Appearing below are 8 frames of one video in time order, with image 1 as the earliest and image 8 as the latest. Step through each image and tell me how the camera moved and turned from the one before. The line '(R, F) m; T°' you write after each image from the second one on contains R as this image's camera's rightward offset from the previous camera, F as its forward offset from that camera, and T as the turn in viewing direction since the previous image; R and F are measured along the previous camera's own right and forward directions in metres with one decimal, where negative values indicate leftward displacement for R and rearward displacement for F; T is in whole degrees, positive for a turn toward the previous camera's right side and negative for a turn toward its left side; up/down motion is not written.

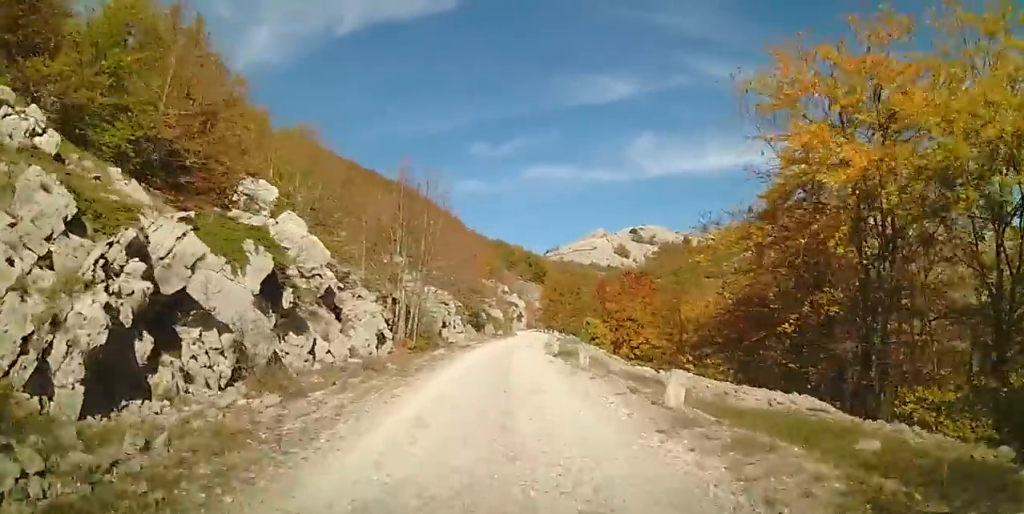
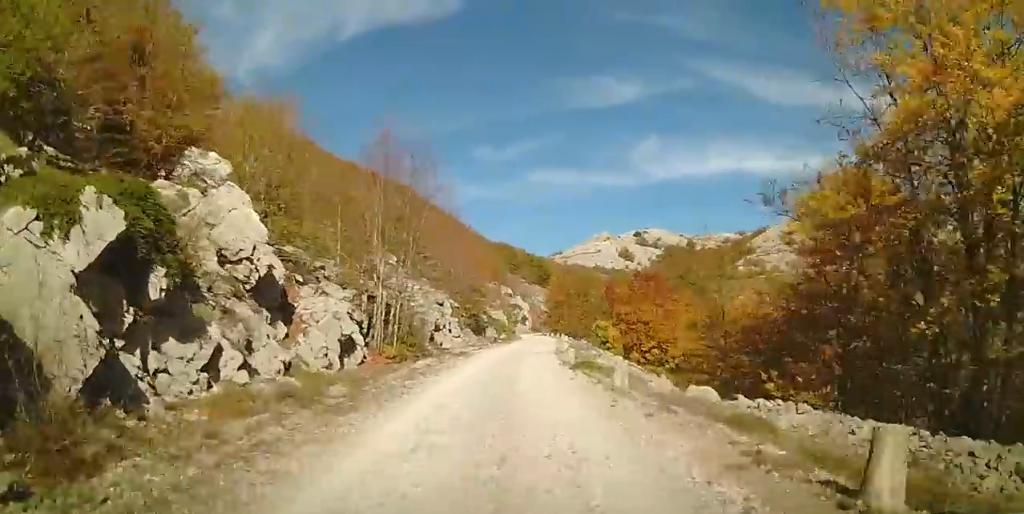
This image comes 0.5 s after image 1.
(-0.1, +5.1) m; -1°
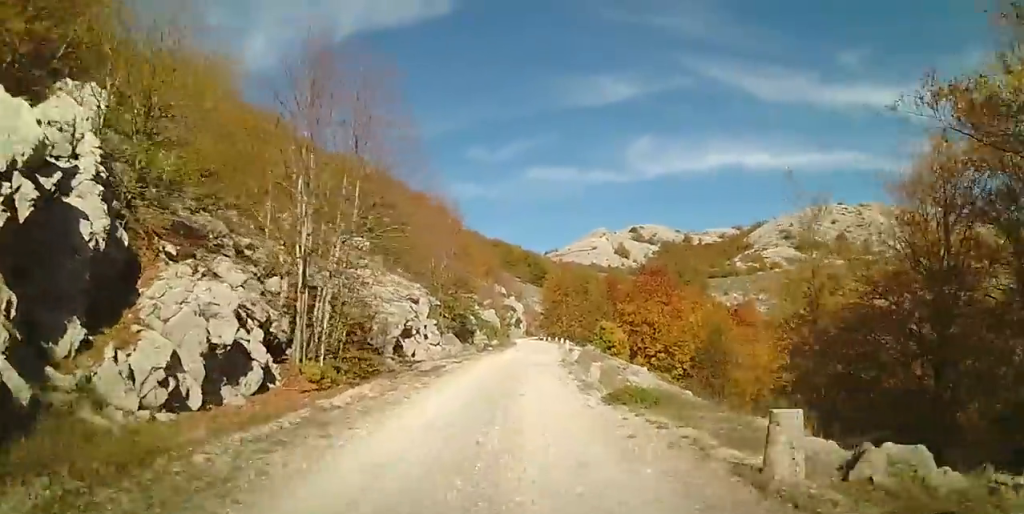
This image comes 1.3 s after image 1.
(-0.1, +7.3) m; +1°
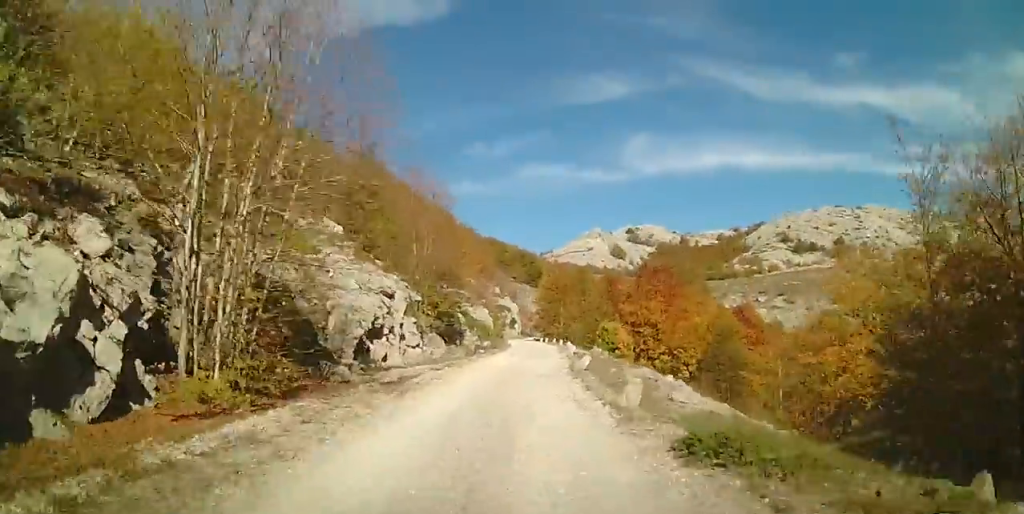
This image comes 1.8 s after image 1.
(-0.1, +4.7) m; +1°
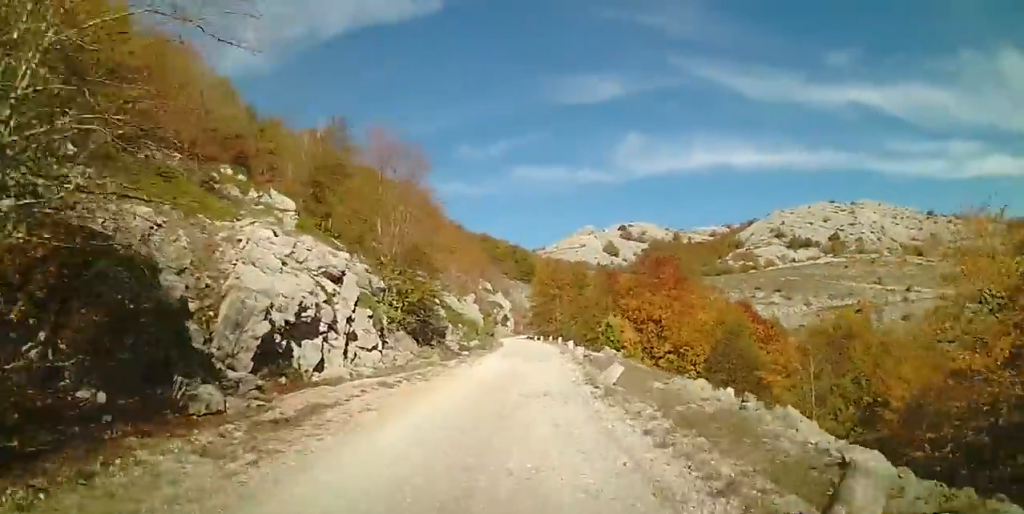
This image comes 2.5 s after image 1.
(+0.2, +6.1) m; +2°
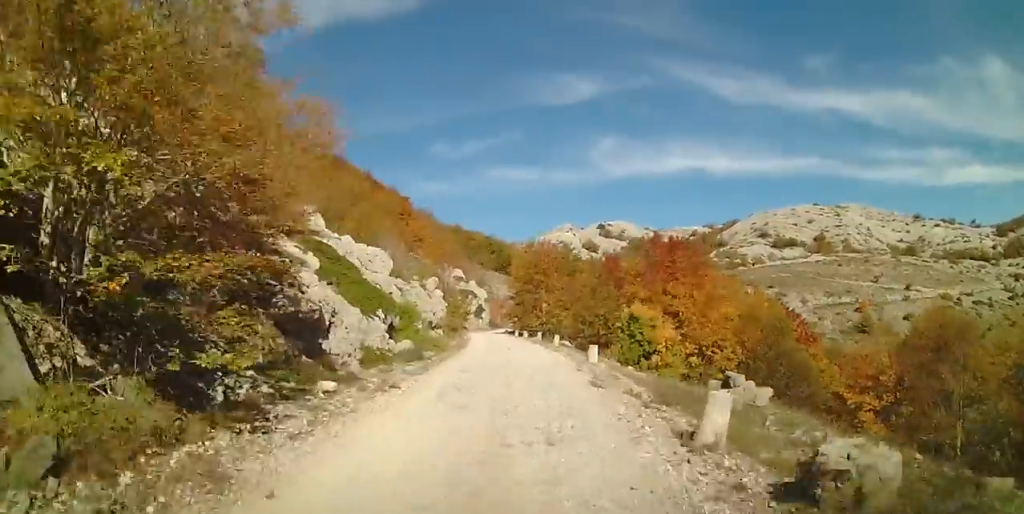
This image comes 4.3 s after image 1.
(+0.6, +16.3) m; +3°
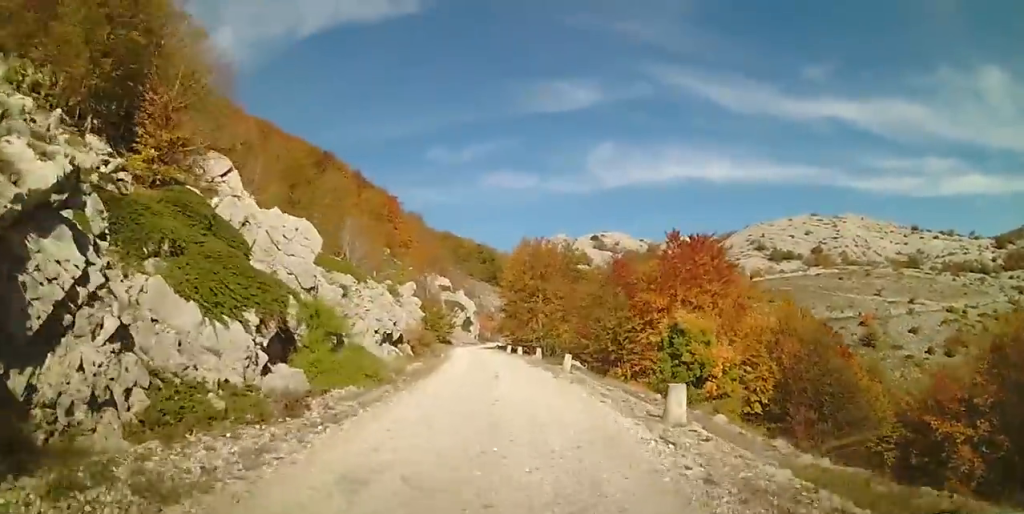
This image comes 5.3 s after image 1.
(0.0, +9.0) m; -1°
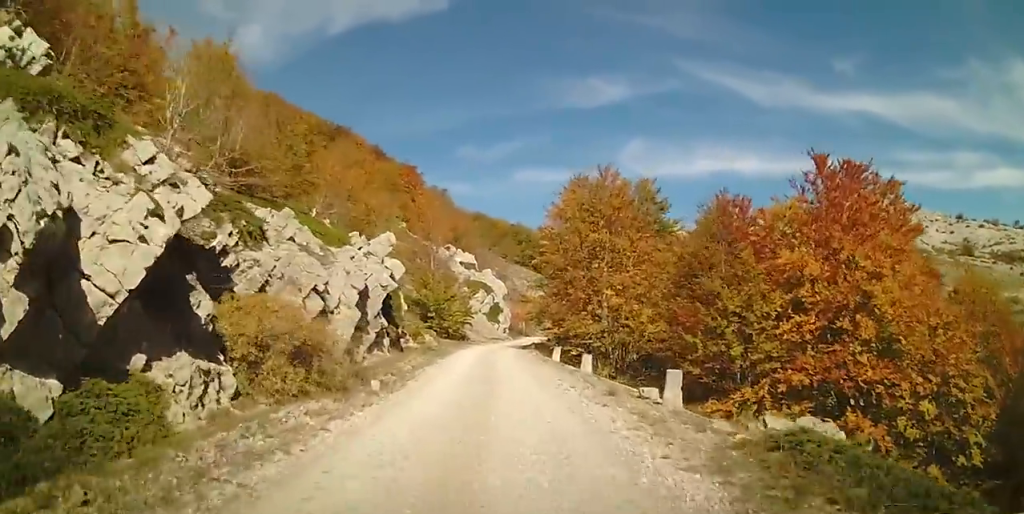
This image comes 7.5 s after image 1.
(0.0, +20.5) m; -2°
